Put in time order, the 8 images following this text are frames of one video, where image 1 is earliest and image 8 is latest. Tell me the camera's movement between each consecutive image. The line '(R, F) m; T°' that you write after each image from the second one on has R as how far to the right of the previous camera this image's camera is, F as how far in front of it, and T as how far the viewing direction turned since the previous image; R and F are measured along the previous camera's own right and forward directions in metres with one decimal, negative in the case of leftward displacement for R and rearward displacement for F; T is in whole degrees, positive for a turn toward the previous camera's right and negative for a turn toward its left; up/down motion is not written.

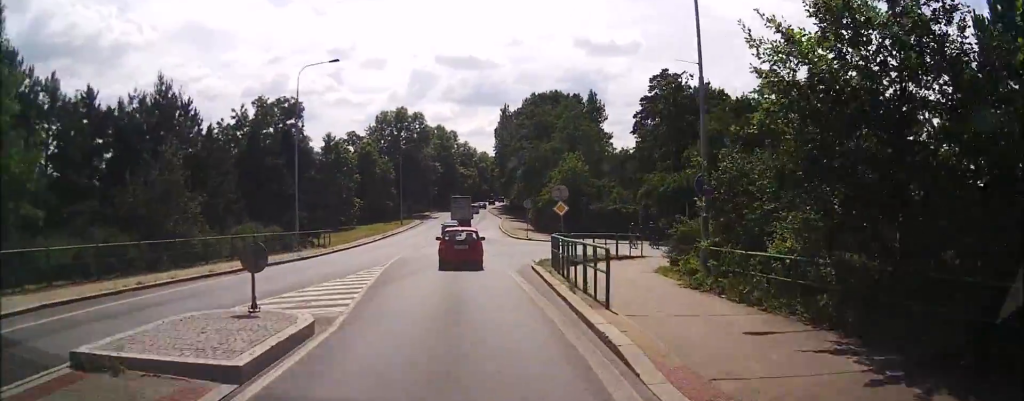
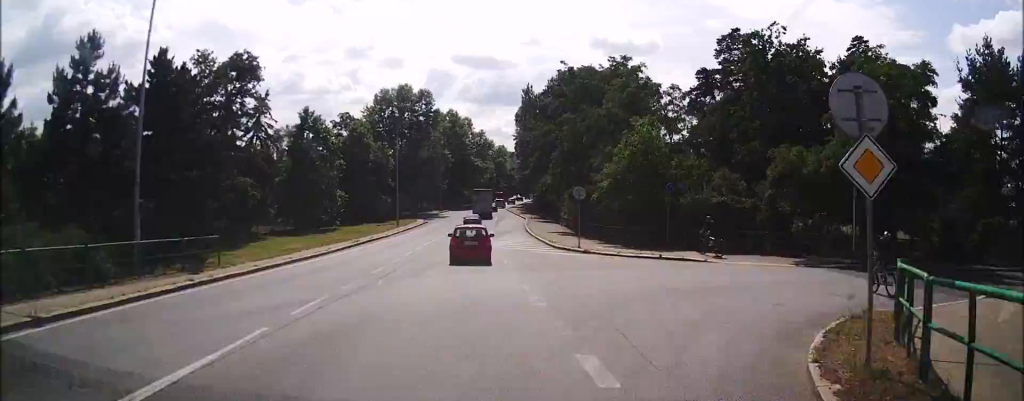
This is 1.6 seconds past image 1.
(-0.1, +20.0) m; 0°
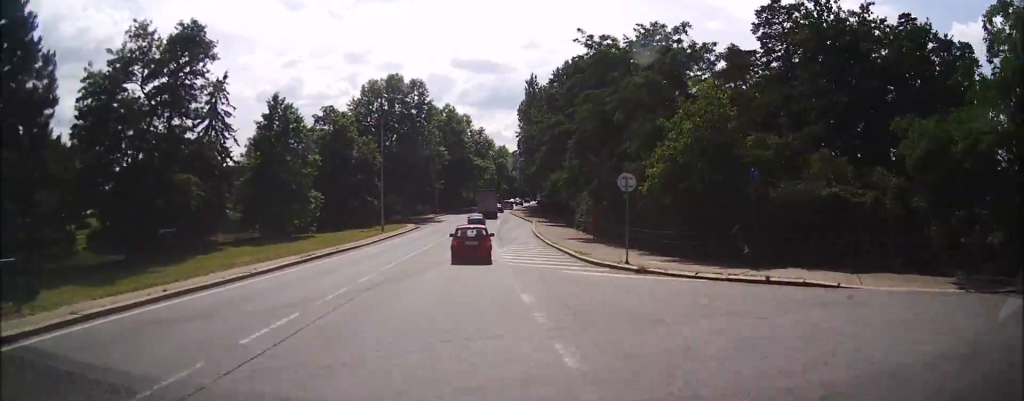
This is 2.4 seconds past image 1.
(0.0, +10.6) m; 0°
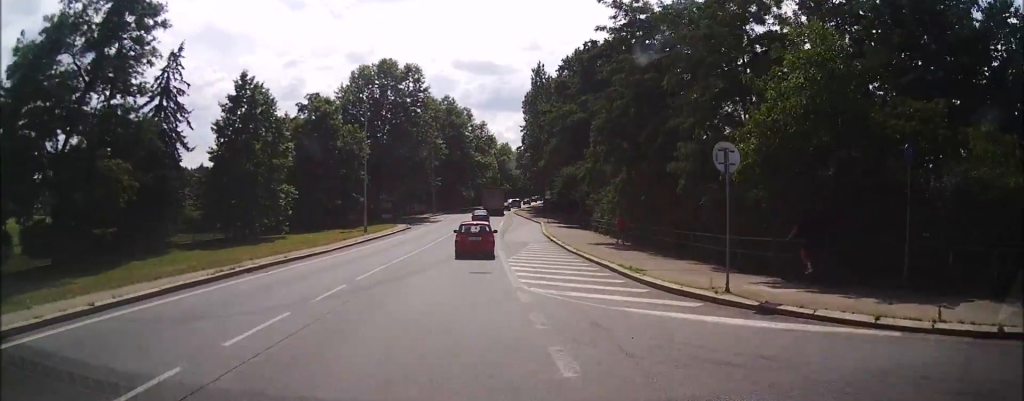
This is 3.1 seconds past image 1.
(0.0, +9.0) m; 0°
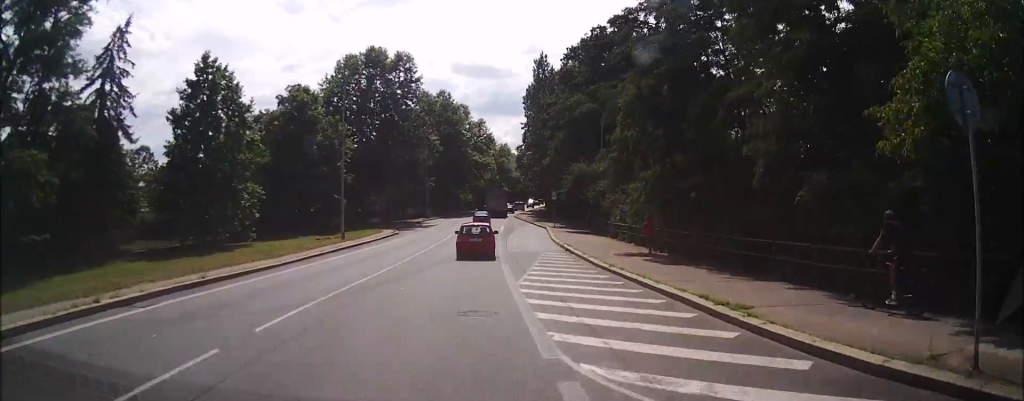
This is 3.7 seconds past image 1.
(0.0, +7.4) m; 0°
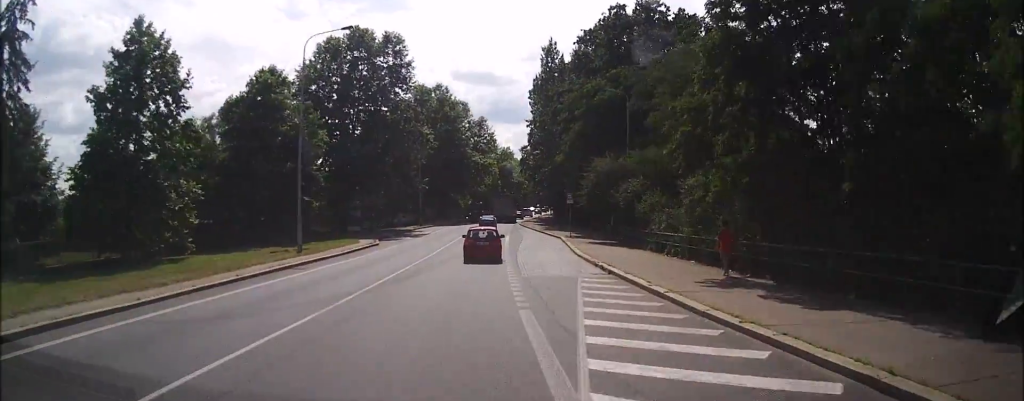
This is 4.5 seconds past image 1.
(0.0, +10.2) m; 0°
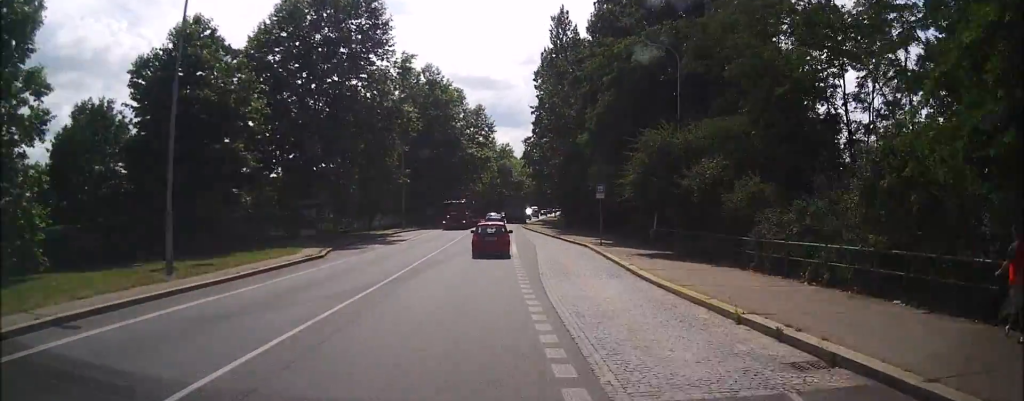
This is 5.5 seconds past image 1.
(0.0, +13.7) m; 0°
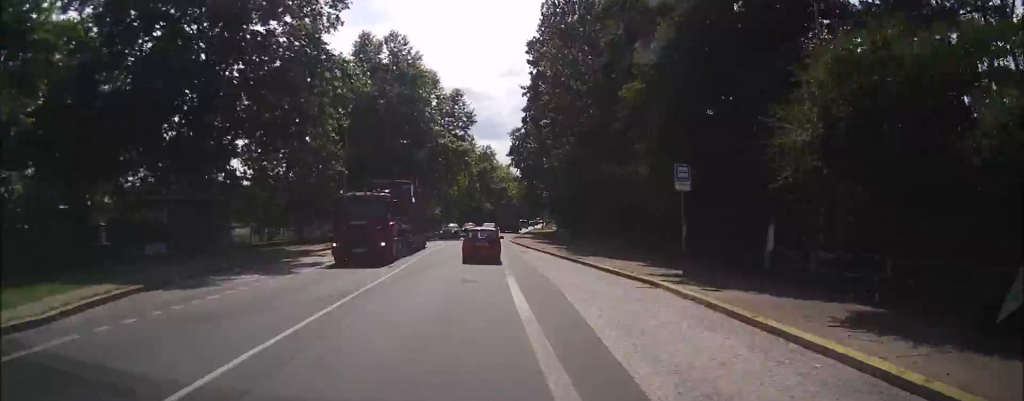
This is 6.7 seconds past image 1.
(0.0, +17.8) m; 0°
